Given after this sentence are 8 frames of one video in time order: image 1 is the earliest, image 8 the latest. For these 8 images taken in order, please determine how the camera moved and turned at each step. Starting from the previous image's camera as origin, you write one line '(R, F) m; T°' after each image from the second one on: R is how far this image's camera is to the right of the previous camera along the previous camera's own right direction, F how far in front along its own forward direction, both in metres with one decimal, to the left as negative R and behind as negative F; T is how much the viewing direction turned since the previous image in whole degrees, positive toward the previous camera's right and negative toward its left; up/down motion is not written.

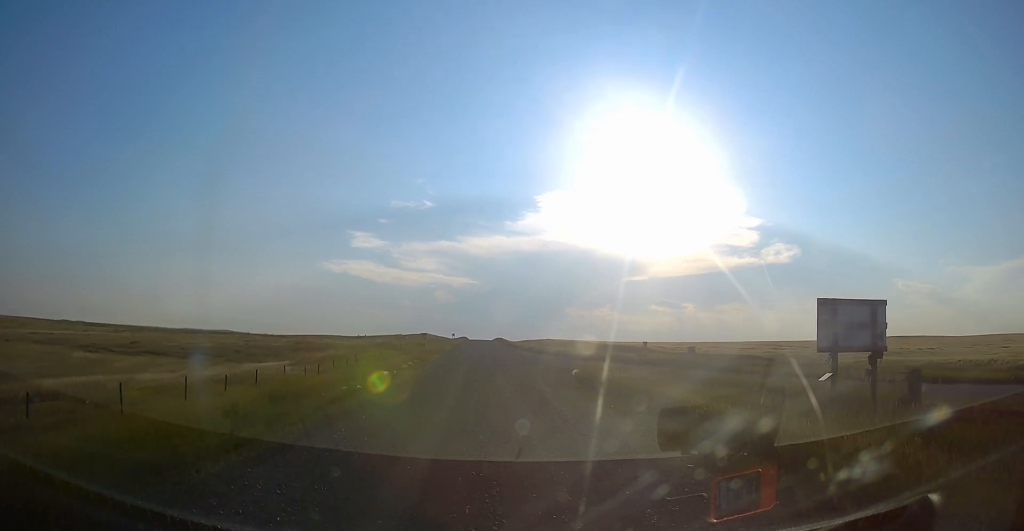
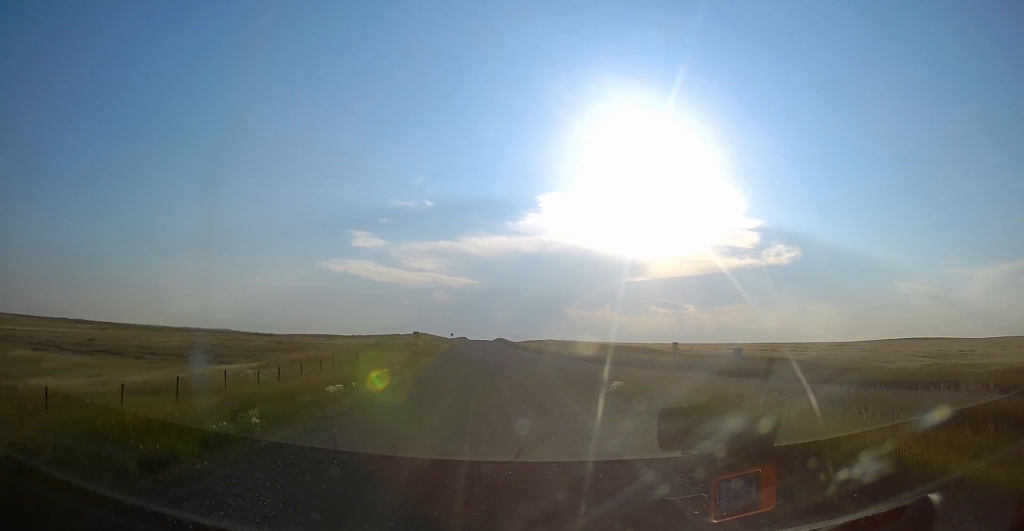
(0.0, +9.6) m; 0°
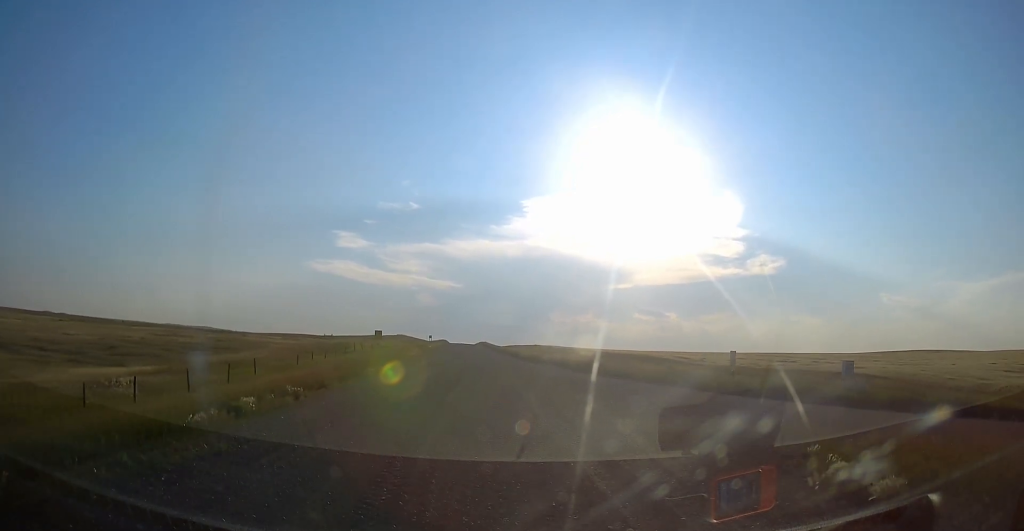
(0.0, +15.4) m; +2°
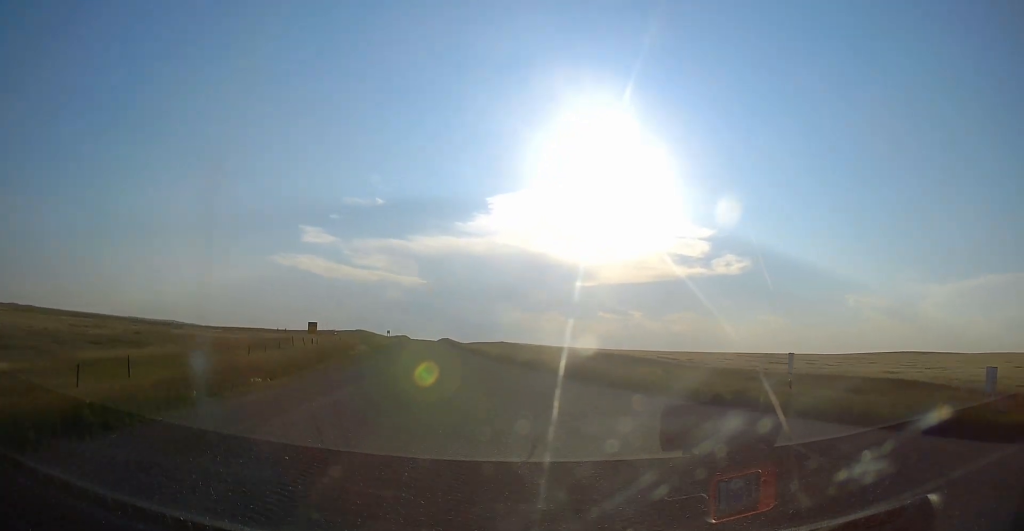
(+0.4, +11.4) m; +4°
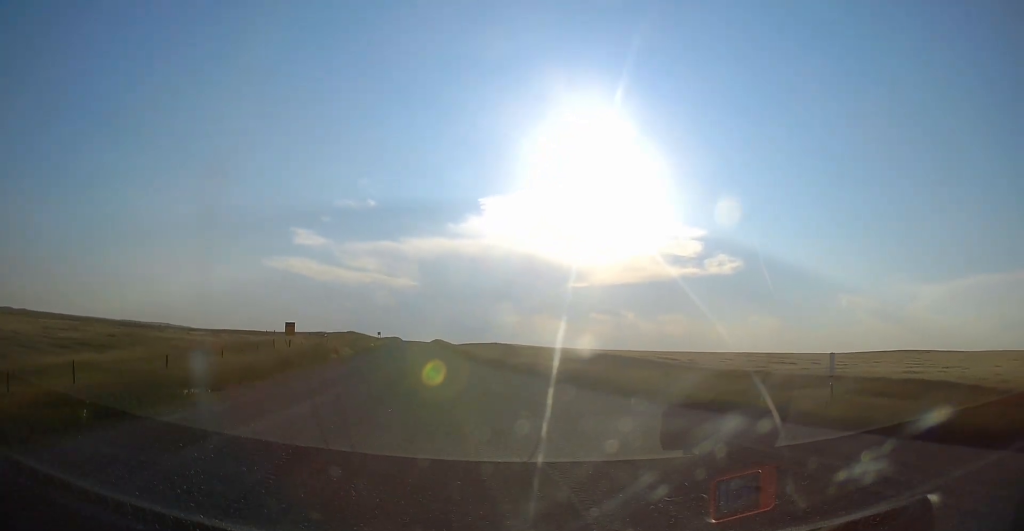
(+0.1, +3.9) m; +1°
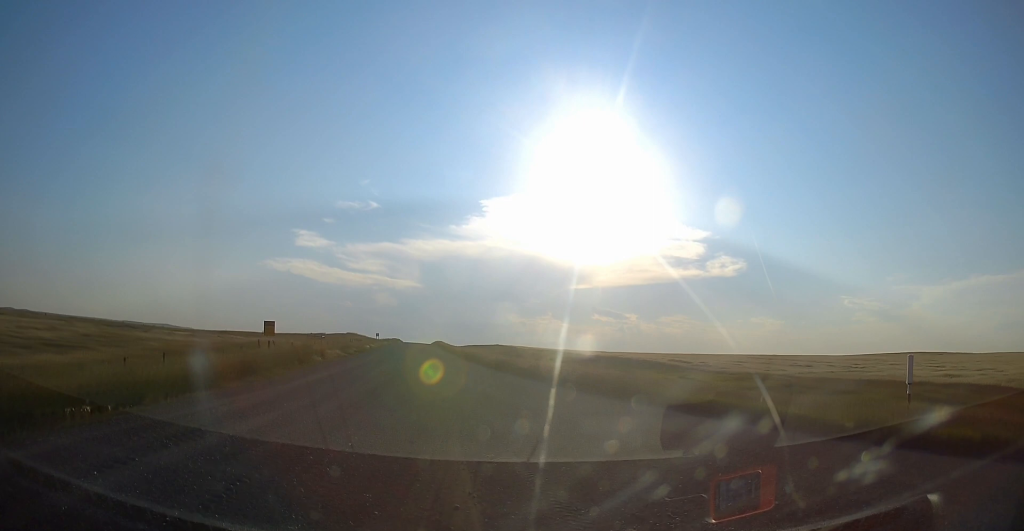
(+0.1, +4.6) m; 0°
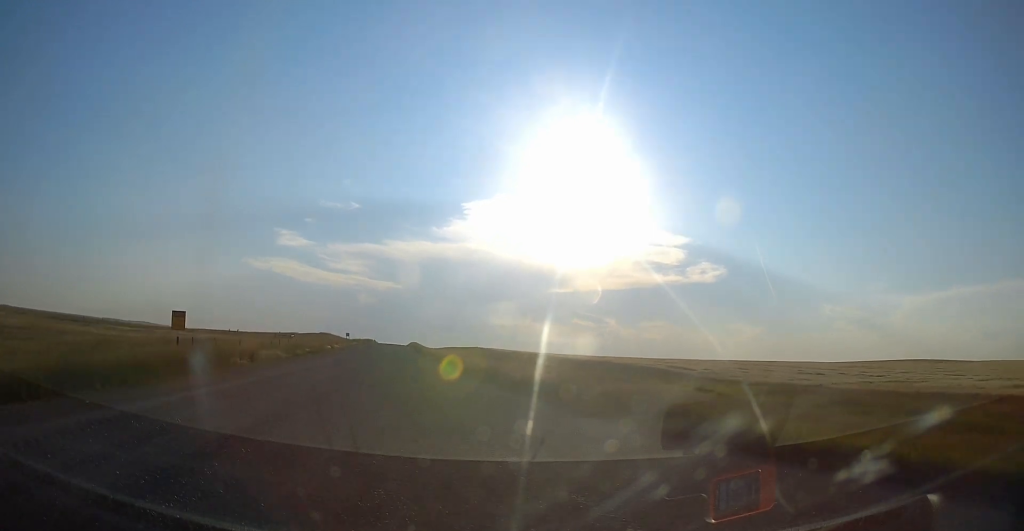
(0.0, +9.5) m; 0°
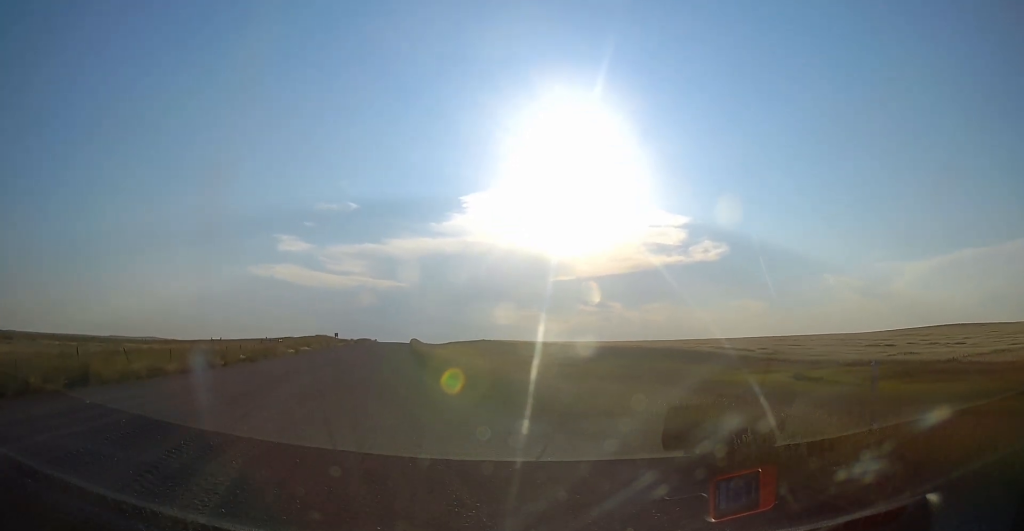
(+0.3, +14.5) m; +1°
